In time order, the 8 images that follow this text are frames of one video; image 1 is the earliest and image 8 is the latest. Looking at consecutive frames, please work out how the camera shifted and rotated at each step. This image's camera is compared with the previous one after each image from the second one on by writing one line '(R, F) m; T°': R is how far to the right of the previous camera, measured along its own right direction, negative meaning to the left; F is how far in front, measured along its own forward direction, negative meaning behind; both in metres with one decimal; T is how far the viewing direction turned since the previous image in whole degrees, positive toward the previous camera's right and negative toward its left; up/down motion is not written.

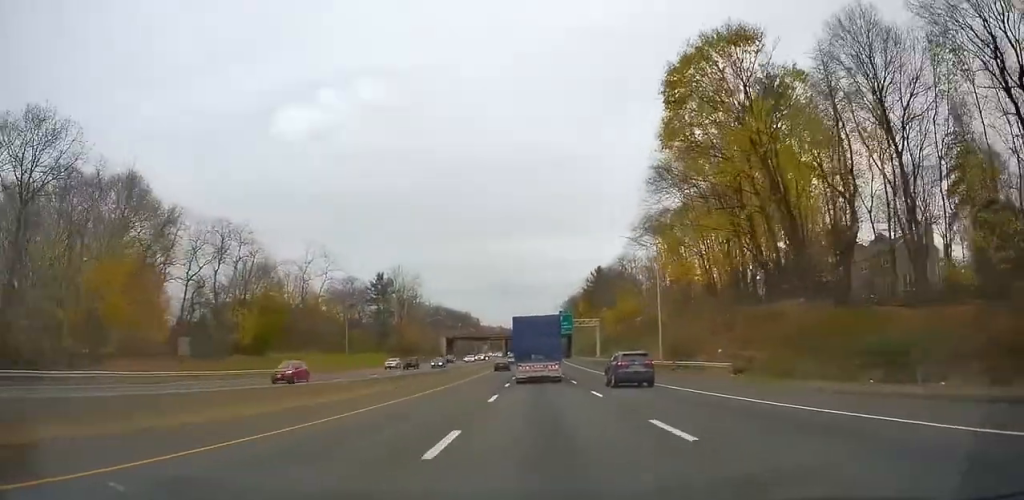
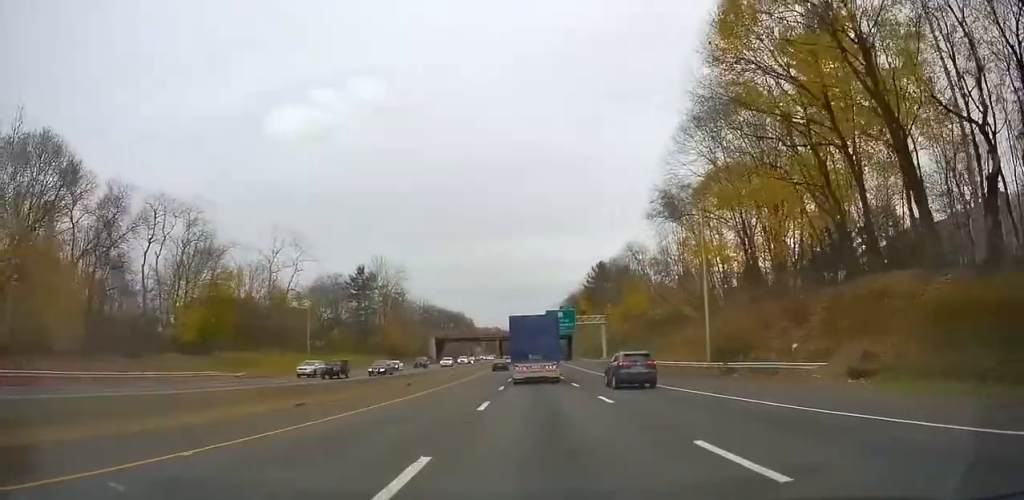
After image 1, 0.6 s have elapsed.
(-0.1, +15.4) m; 0°
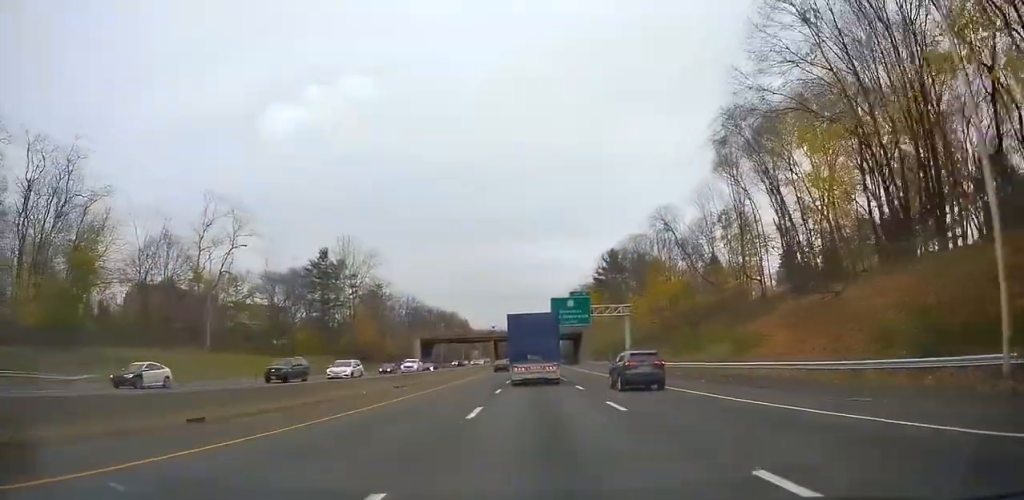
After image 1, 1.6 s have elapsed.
(0.0, +26.8) m; +1°
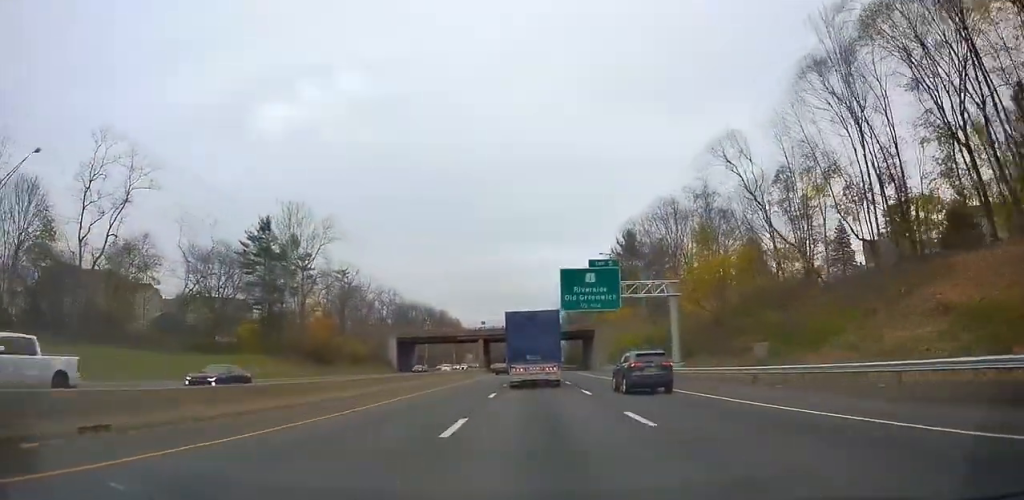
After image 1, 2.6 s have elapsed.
(+0.3, +27.7) m; 0°
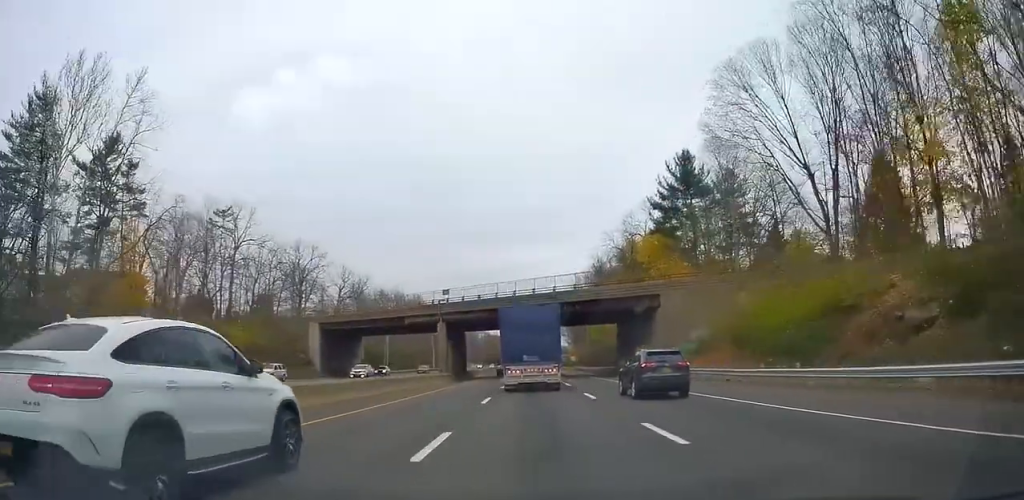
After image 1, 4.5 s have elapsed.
(-0.2, +51.2) m; 0°
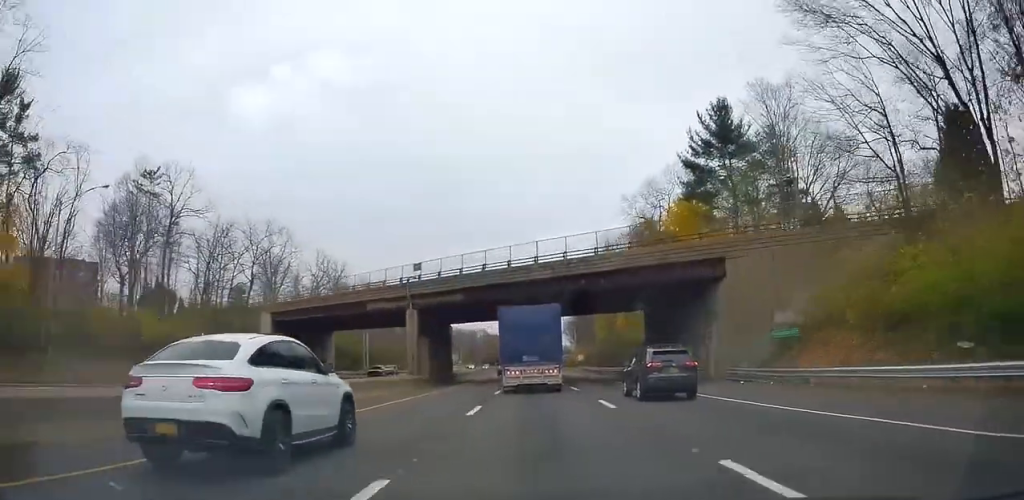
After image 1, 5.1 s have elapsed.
(+0.1, +17.1) m; 0°
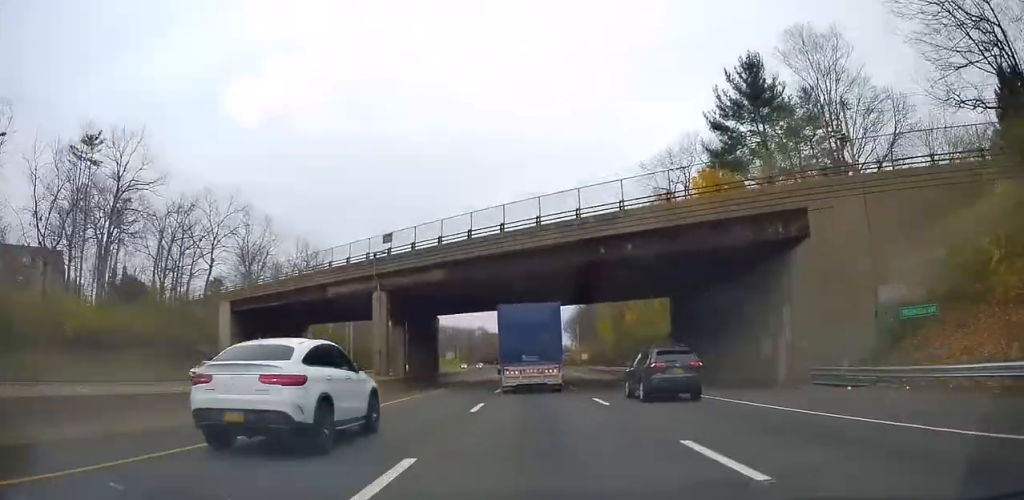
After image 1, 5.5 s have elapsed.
(0.0, +10.8) m; 0°
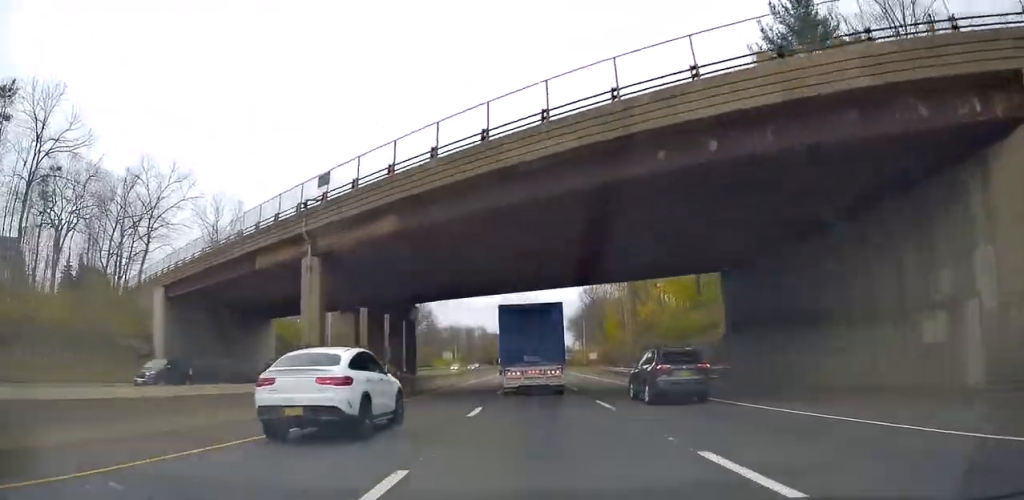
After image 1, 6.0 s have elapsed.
(0.0, +13.0) m; 0°
